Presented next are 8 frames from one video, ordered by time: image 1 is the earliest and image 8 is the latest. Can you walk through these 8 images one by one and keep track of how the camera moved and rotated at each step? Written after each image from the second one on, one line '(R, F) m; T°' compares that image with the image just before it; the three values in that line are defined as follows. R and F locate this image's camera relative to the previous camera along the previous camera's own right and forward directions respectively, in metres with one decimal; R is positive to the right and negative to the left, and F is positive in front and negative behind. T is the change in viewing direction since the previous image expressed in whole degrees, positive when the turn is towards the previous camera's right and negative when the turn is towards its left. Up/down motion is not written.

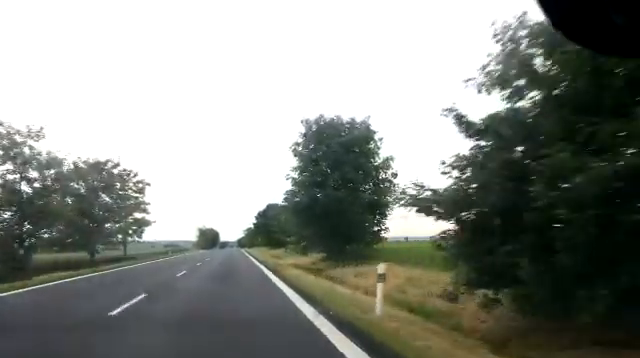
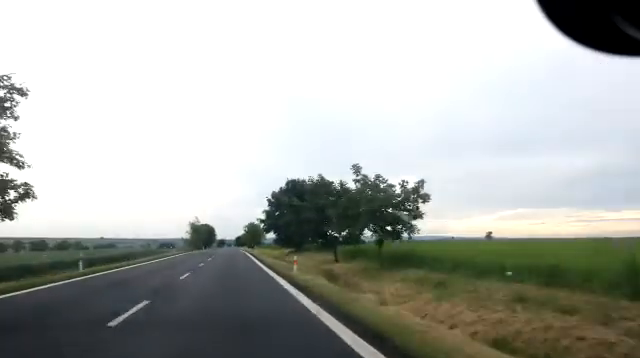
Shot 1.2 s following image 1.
(+0.2, +27.3) m; +1°
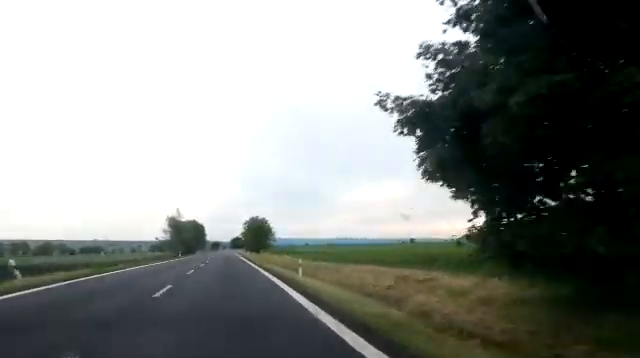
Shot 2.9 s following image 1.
(0.0, +39.6) m; -1°
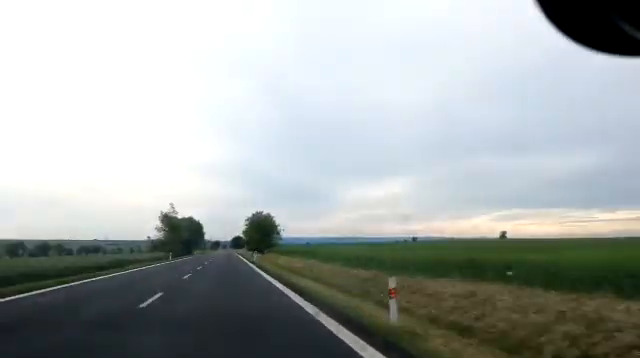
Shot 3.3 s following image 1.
(0.0, +10.1) m; 0°
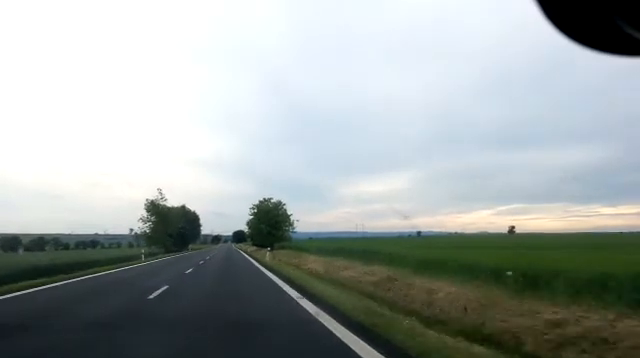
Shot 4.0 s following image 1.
(0.0, +16.3) m; 0°
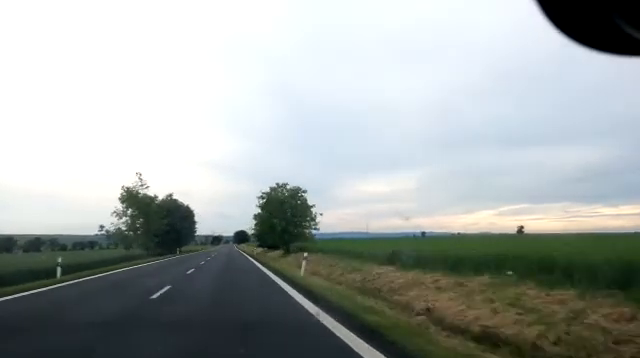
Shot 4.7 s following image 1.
(+0.1, +17.2) m; 0°
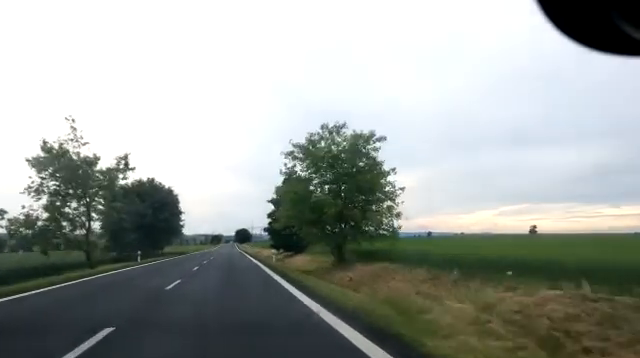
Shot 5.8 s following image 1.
(-0.1, +24.2) m; 0°
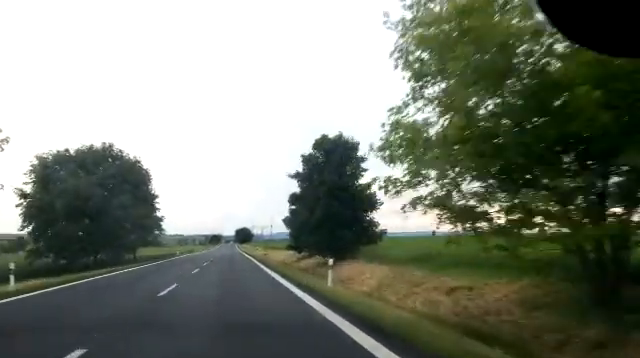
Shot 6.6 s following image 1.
(0.0, +18.8) m; 0°
